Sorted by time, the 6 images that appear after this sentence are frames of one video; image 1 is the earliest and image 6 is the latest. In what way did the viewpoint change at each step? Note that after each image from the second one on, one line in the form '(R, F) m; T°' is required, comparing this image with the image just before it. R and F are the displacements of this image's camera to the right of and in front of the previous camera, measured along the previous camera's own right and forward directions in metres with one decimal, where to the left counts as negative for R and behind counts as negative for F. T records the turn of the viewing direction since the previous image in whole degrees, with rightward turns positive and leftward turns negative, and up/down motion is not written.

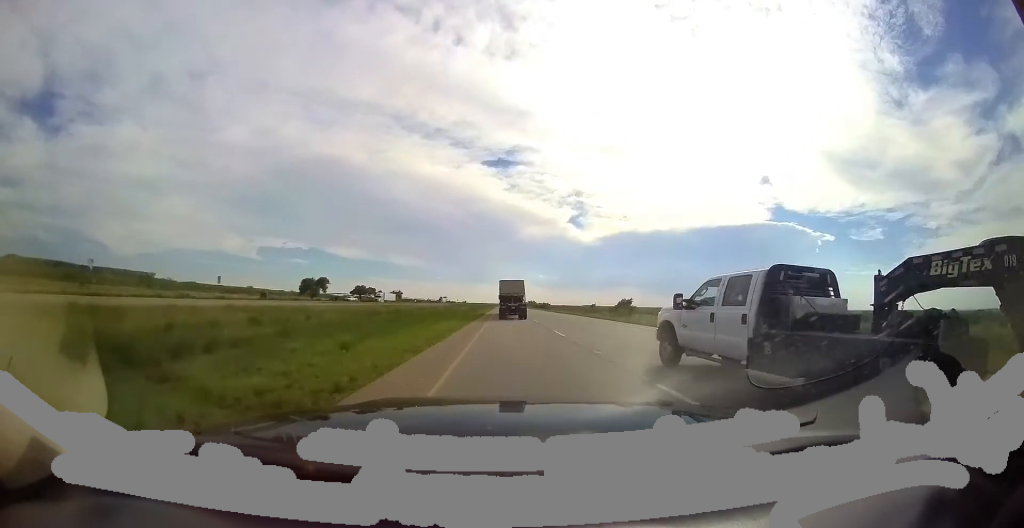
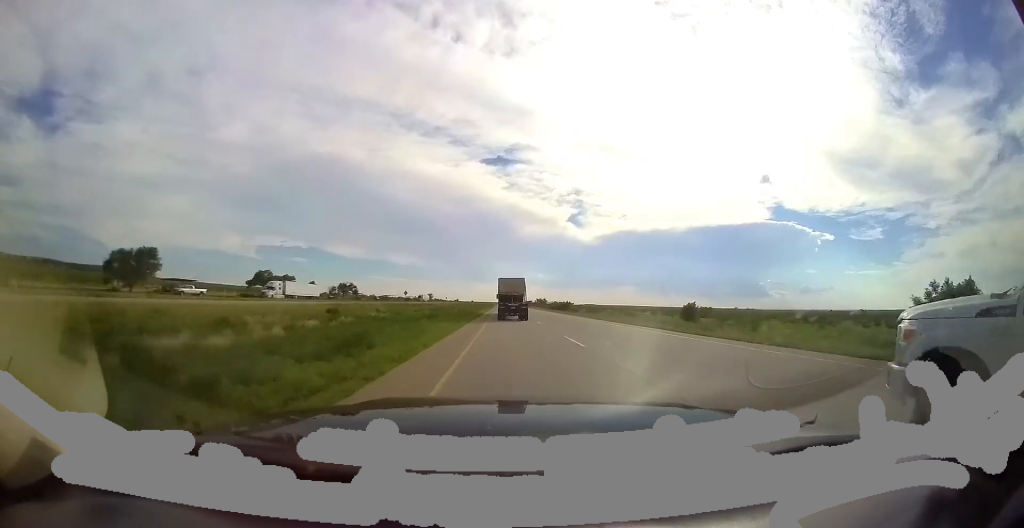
(-1.0, +64.3) m; -1°
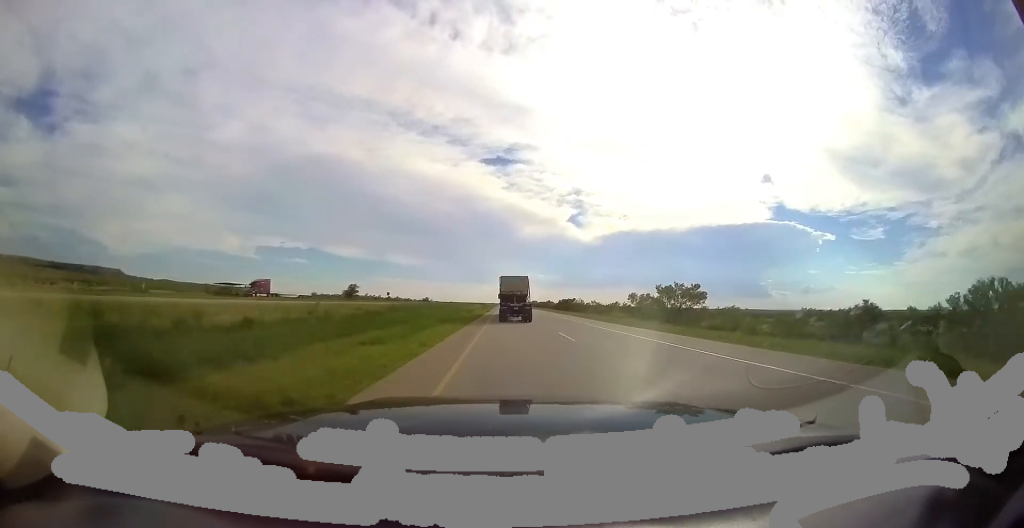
(+1.6, +142.6) m; 0°
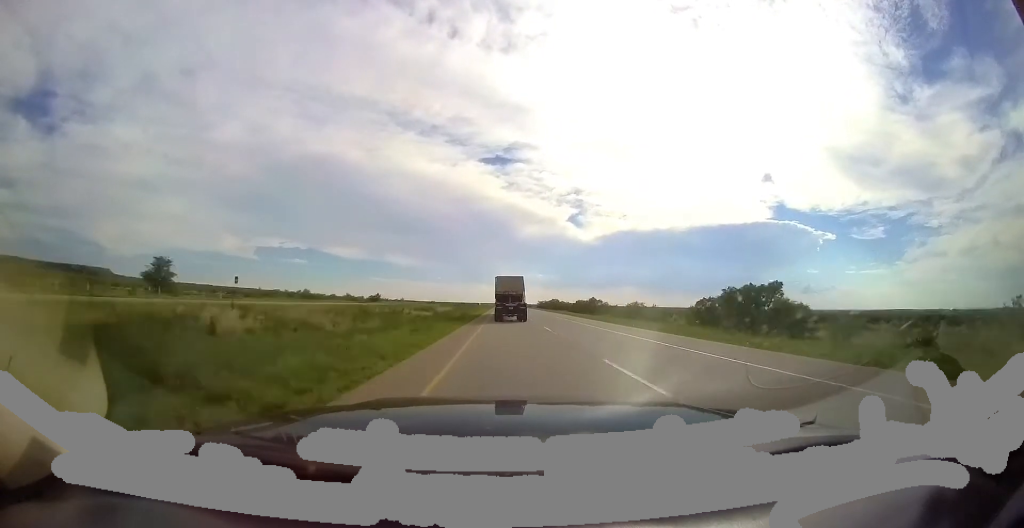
(-0.9, +80.0) m; 0°
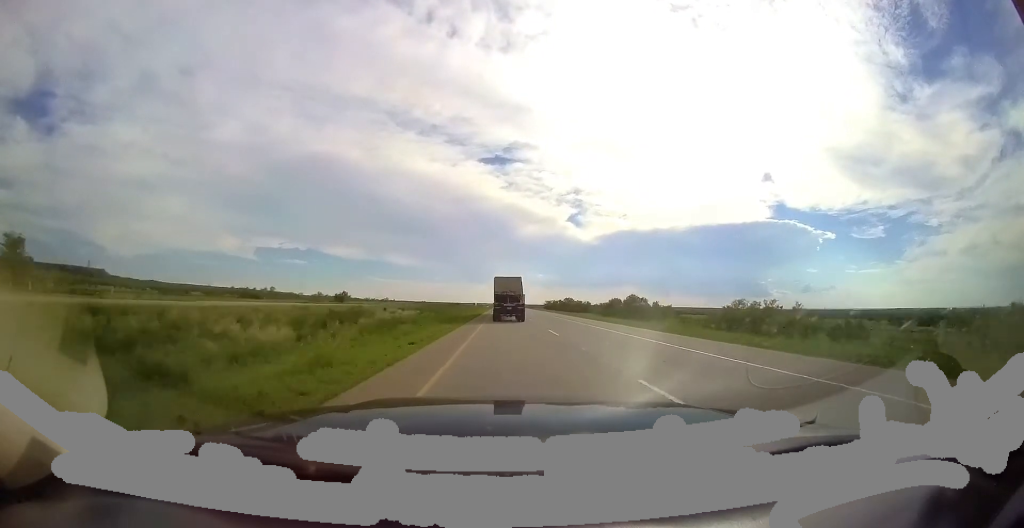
(-0.4, +26.5) m; 0°
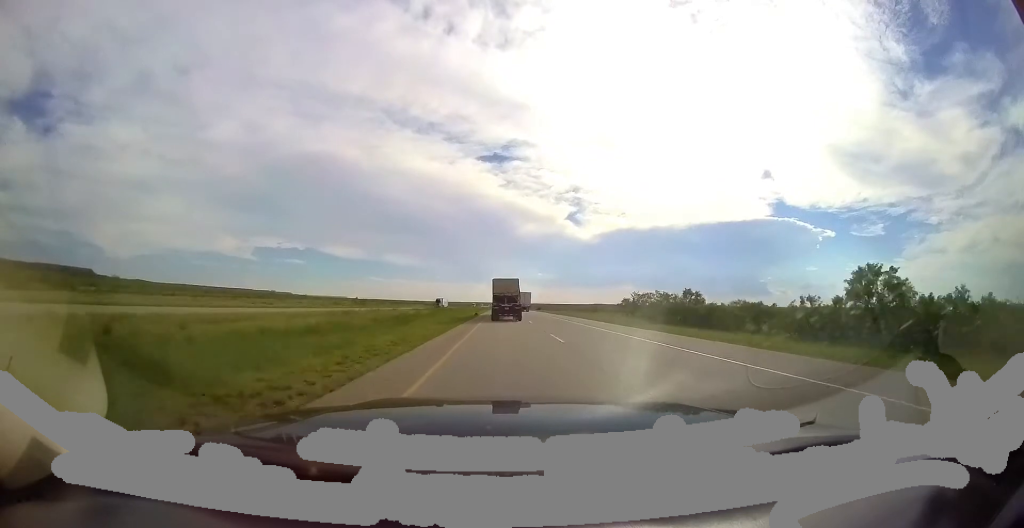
(+1.5, +87.1) m; +1°
